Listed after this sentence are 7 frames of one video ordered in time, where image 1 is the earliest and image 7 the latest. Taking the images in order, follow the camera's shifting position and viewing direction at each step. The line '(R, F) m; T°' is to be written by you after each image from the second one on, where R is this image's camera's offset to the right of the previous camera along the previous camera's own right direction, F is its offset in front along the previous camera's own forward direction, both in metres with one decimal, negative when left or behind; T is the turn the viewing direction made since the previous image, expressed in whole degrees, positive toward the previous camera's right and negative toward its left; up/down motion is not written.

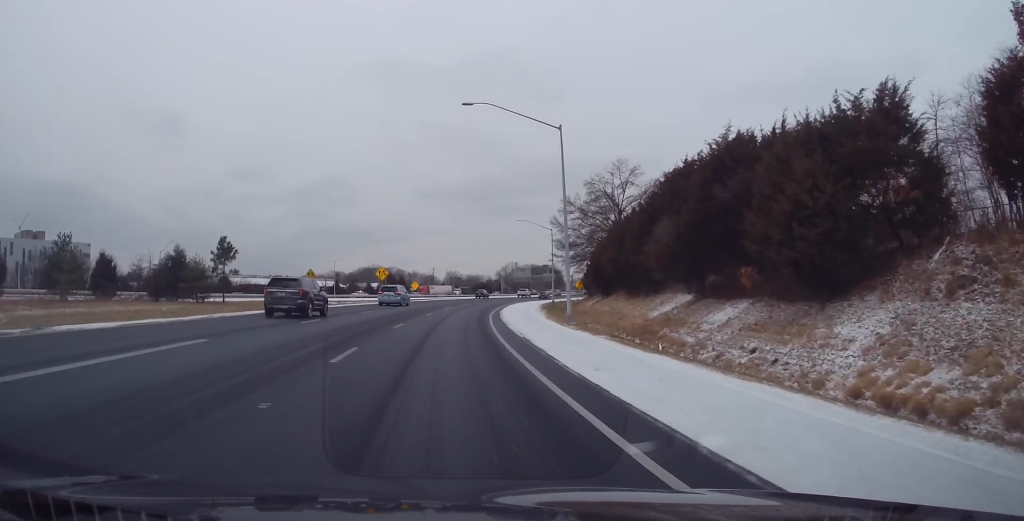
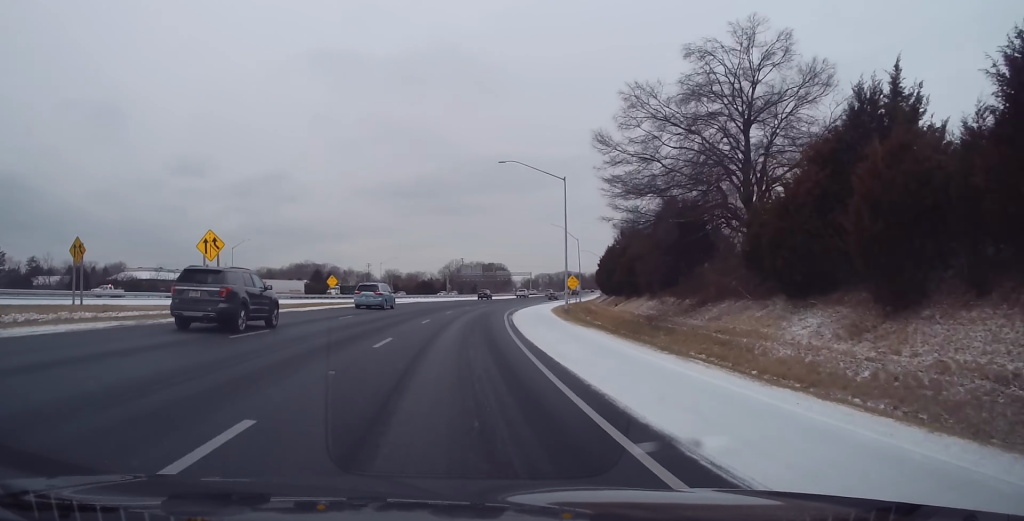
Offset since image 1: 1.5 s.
(+2.1, +43.9) m; +6°
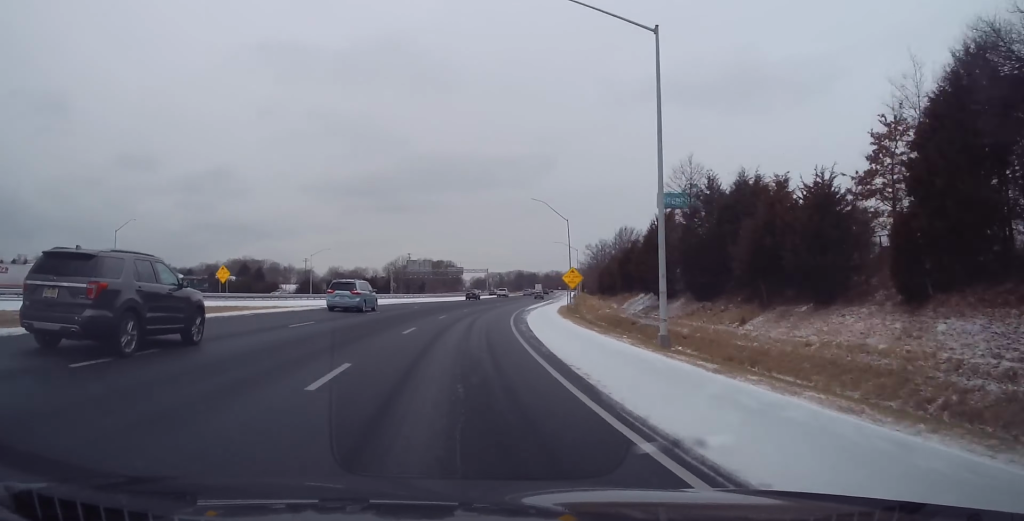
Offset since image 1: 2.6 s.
(+0.8, +30.3) m; +5°
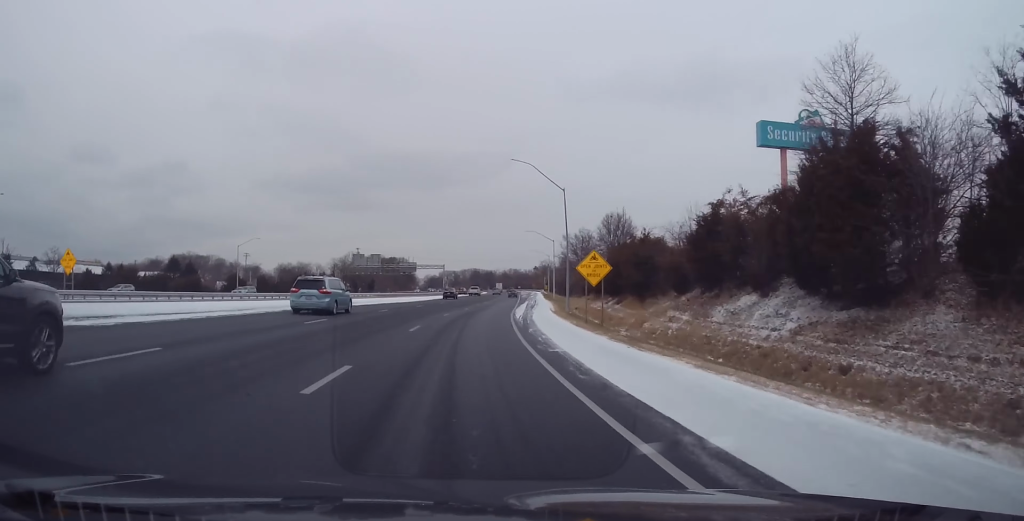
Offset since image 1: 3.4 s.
(+1.5, +25.1) m; +3°
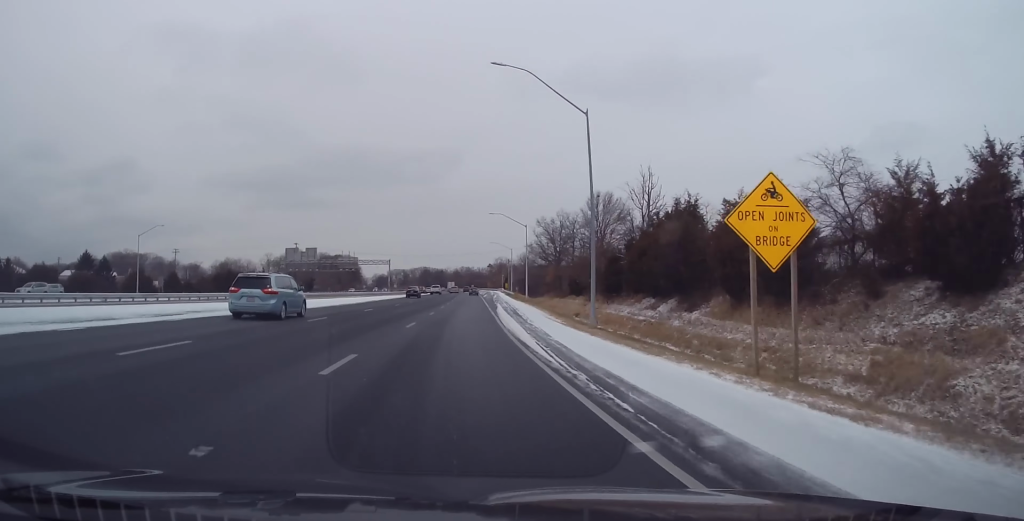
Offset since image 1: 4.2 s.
(+0.6, +25.1) m; +3°
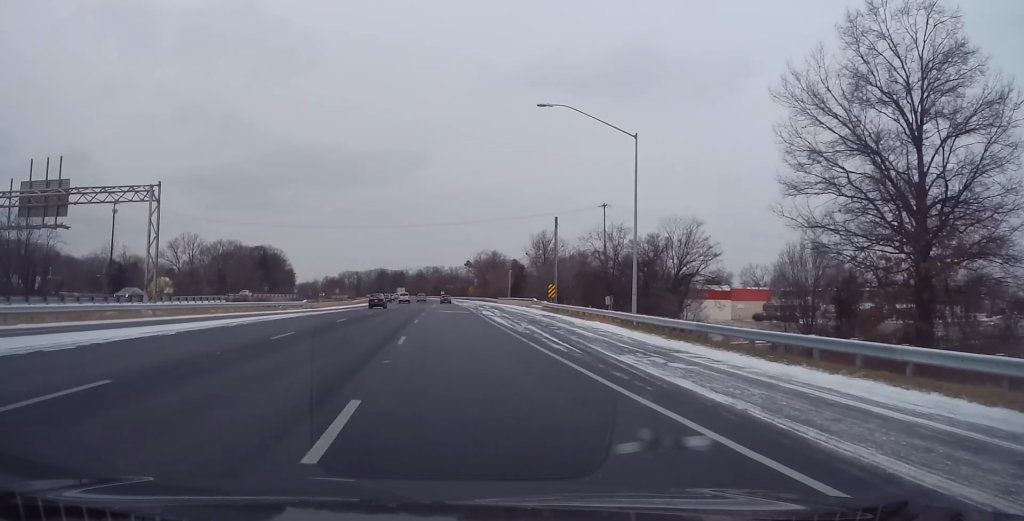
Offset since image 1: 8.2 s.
(+5.2, +119.2) m; +2°
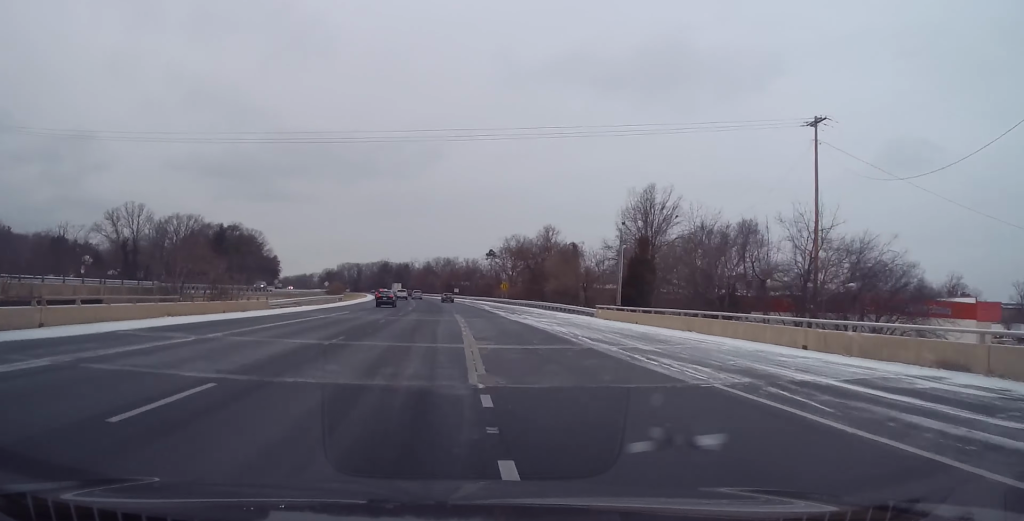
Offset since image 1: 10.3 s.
(-0.2, +62.0) m; -1°
